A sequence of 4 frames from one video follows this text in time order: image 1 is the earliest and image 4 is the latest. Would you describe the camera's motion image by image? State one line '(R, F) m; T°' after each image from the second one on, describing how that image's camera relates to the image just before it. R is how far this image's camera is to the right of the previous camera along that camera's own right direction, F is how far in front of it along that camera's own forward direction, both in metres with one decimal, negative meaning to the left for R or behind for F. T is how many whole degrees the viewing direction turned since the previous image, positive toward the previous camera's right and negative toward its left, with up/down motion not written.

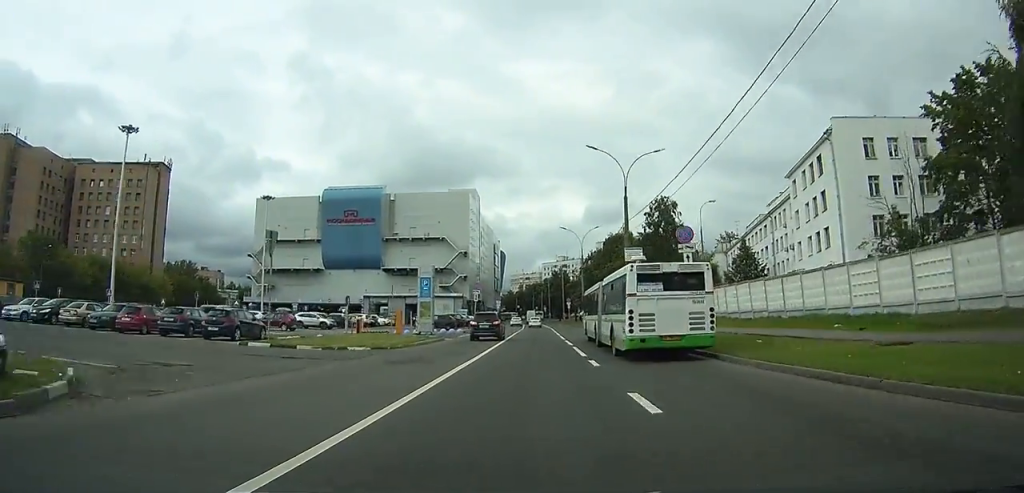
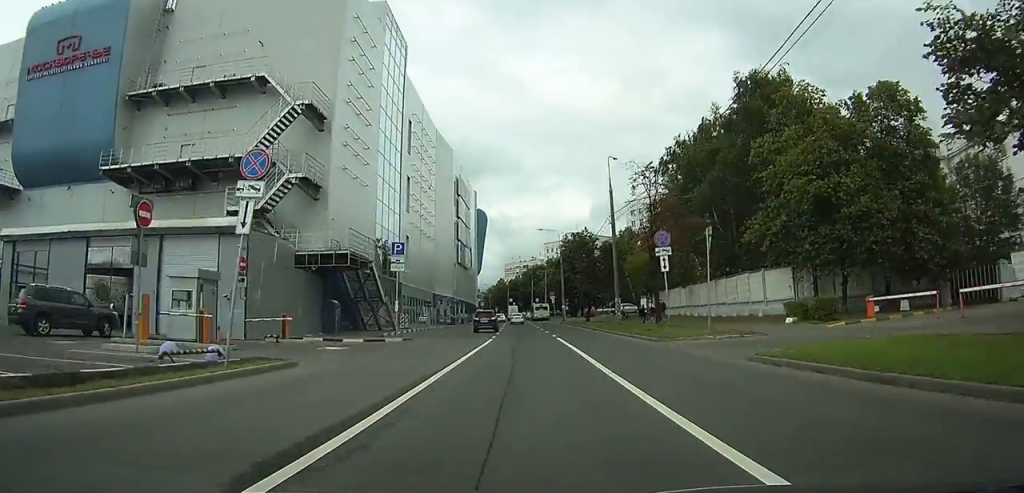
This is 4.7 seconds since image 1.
(-0.3, +79.2) m; +1°
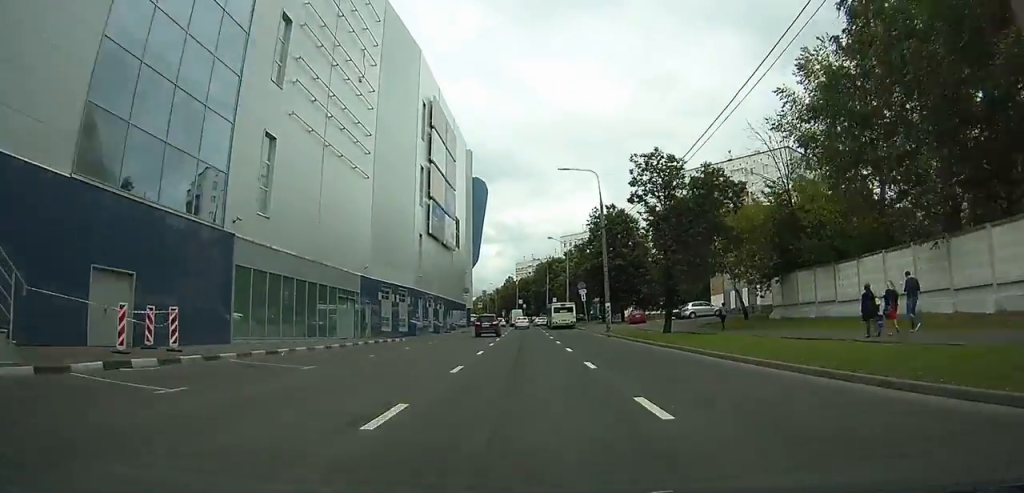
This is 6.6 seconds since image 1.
(-0.1, +35.0) m; 0°
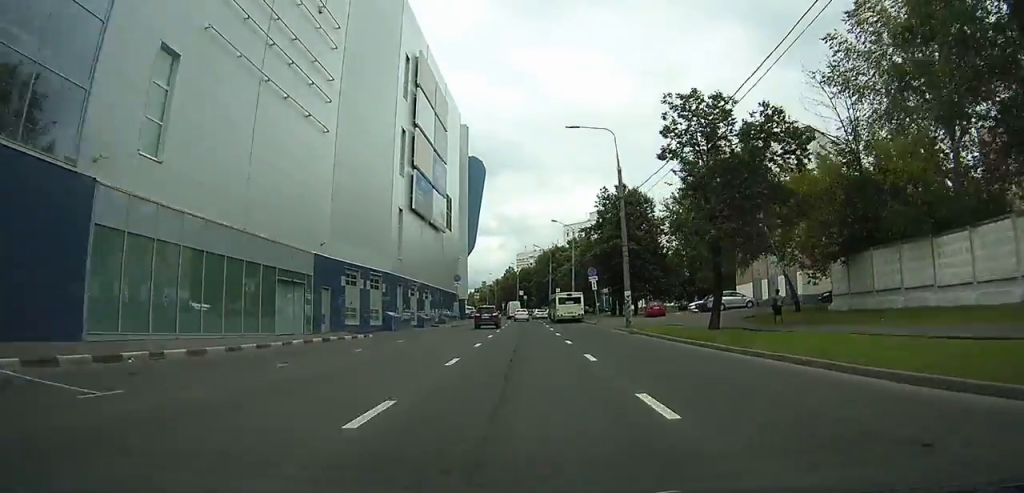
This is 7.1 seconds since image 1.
(0.0, +8.5) m; 0°
